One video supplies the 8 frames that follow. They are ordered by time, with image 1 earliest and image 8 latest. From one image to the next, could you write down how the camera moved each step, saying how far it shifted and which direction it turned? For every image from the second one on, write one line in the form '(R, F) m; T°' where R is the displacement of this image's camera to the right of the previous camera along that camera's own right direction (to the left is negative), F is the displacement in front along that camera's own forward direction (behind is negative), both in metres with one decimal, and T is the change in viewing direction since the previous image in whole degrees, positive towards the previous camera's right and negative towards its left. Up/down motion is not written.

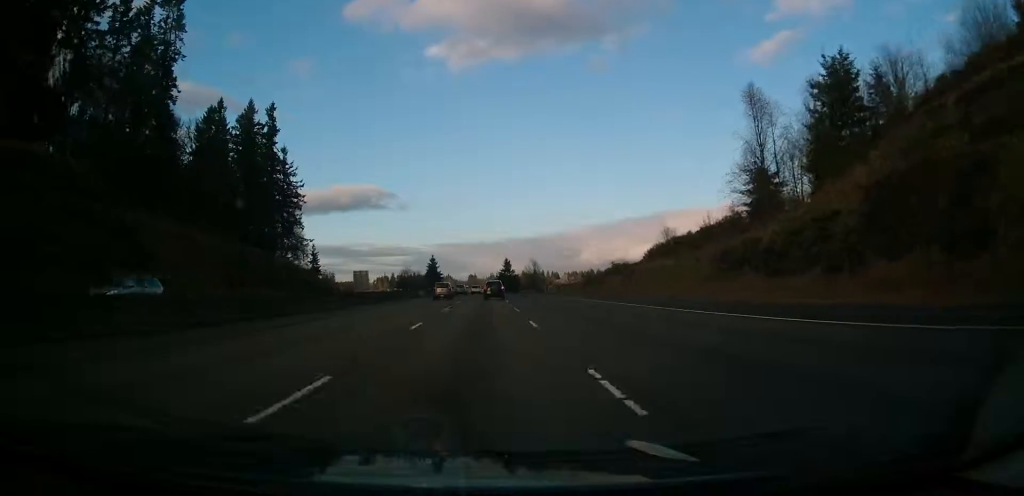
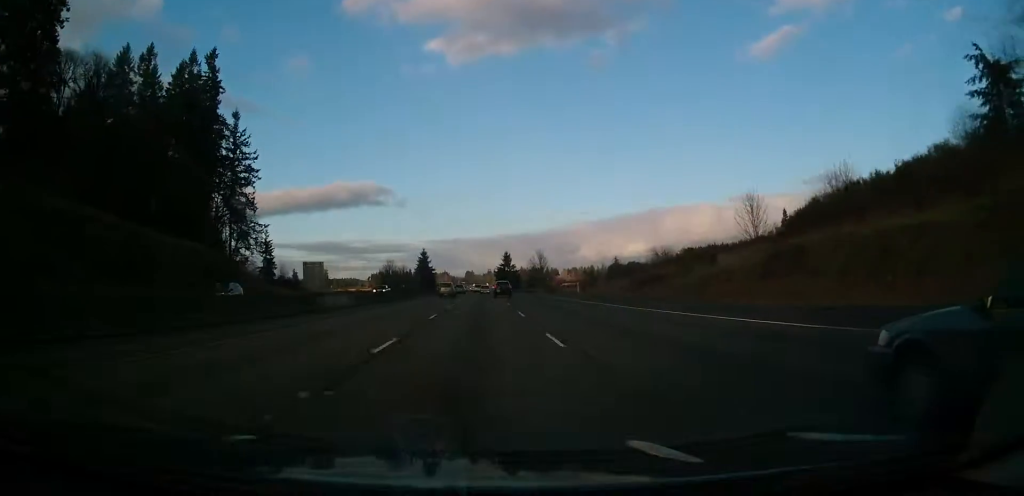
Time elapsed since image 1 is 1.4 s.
(-0.1, +41.2) m; 0°
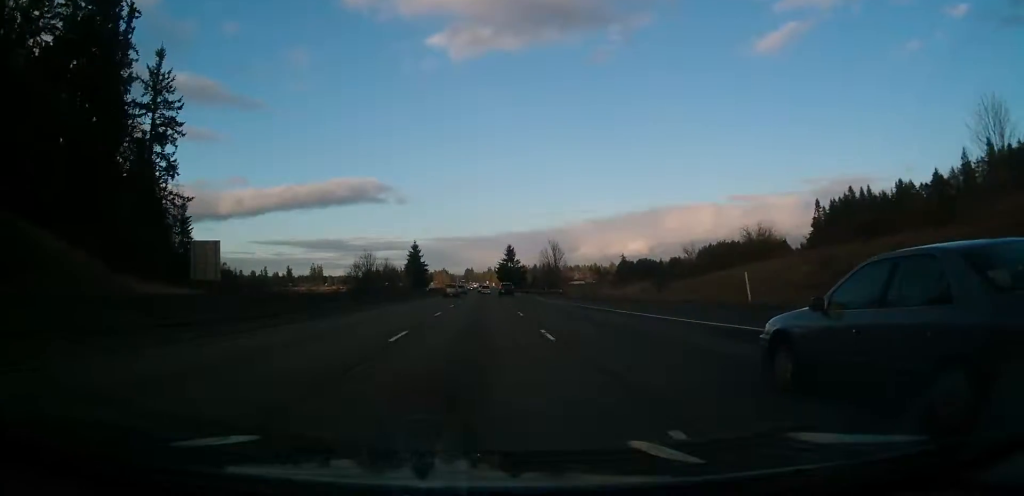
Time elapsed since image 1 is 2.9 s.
(+0.3, +45.8) m; +1°
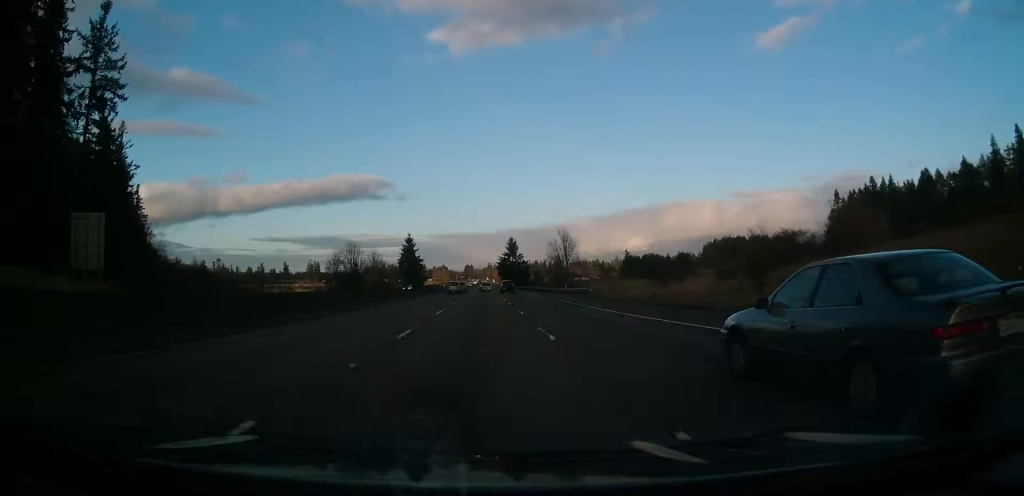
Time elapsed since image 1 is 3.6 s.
(0.0, +23.5) m; 0°
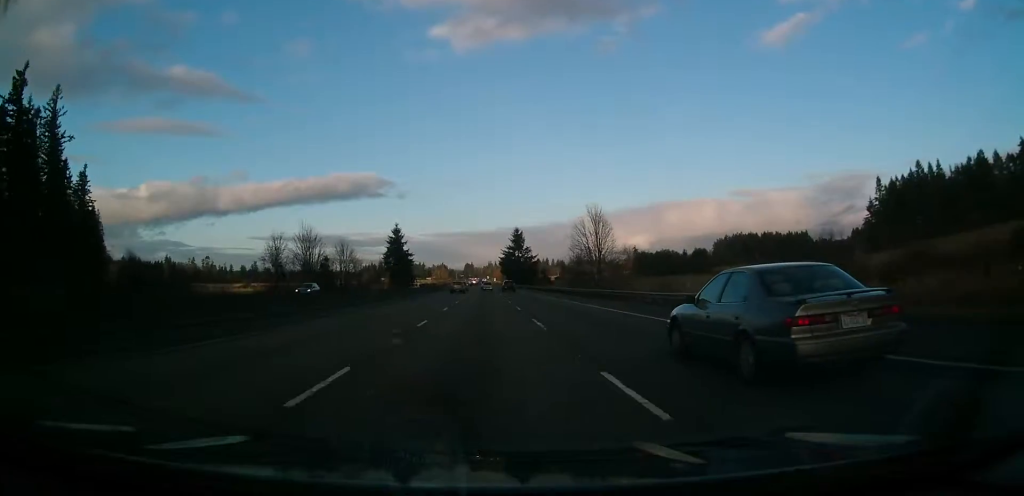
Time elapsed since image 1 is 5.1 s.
(-0.2, +44.1) m; 0°
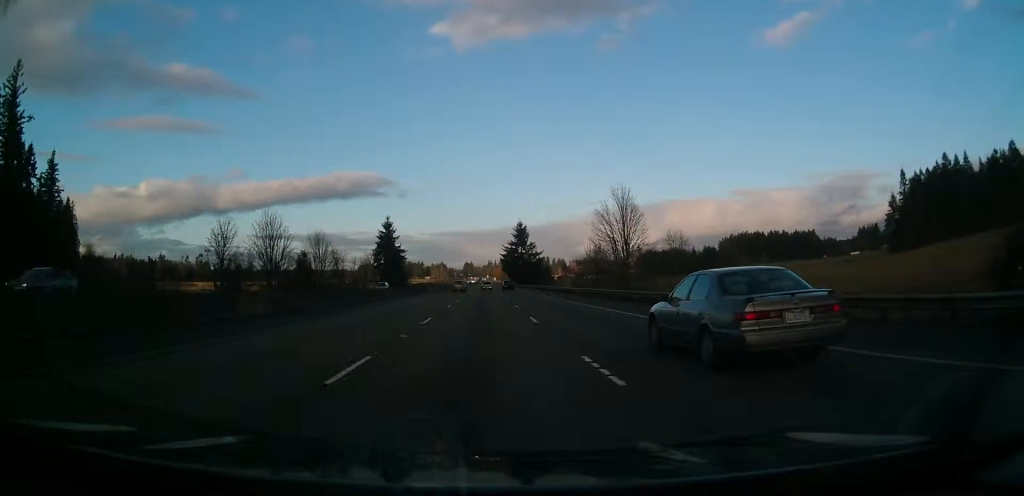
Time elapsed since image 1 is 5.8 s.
(+0.1, +22.6) m; 0°
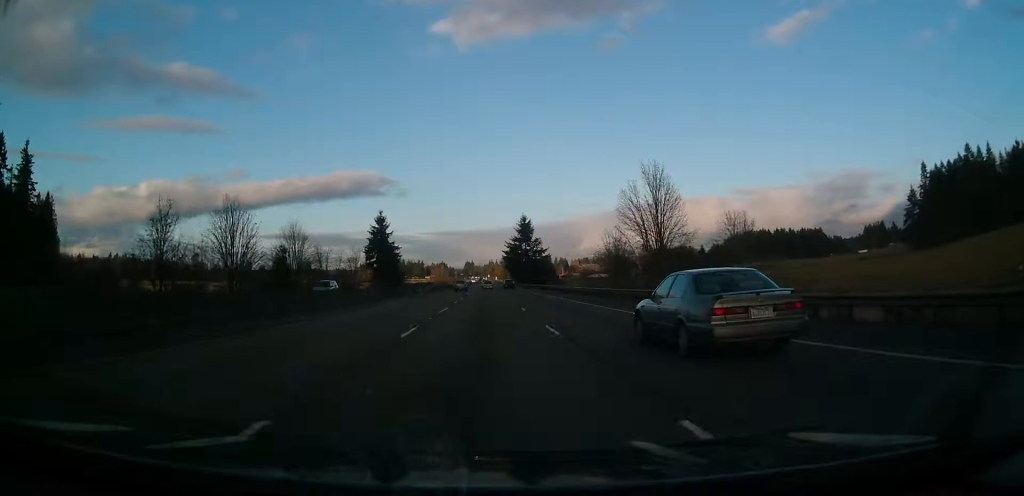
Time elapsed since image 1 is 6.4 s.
(+0.1, +17.5) m; 0°
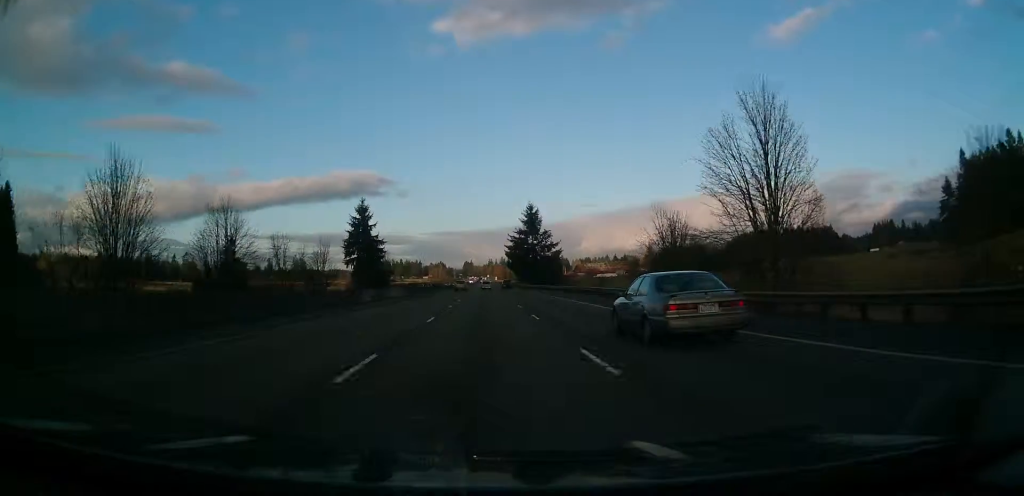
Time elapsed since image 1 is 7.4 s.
(-0.4, +30.9) m; 0°
